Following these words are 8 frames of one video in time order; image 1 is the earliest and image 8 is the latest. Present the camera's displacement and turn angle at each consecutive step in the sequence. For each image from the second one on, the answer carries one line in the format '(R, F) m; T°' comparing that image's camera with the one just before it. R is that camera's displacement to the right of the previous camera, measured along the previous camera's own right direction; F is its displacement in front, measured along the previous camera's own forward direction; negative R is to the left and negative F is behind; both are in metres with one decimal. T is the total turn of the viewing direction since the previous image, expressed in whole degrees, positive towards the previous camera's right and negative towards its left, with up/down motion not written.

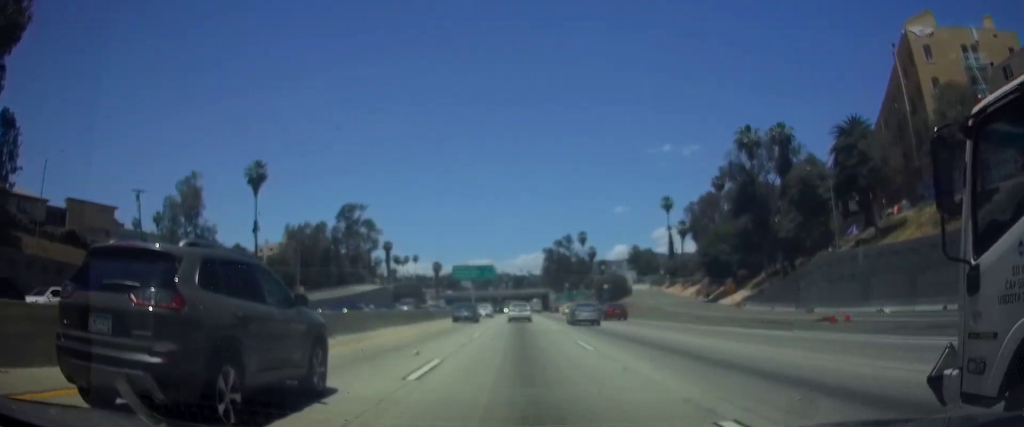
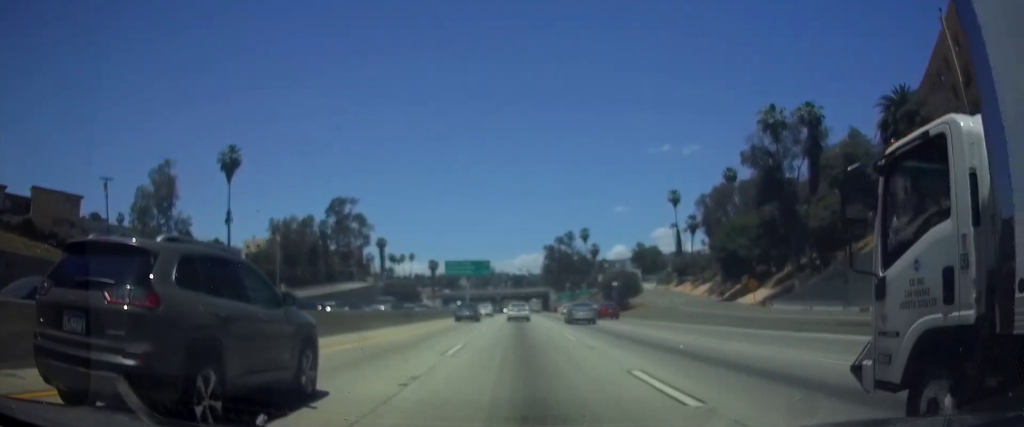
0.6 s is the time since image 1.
(0.0, +9.9) m; 0°
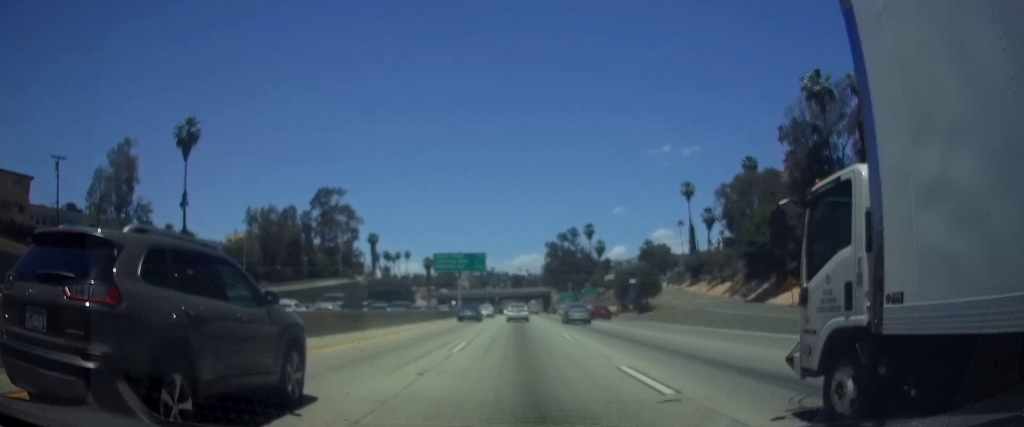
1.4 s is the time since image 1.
(0.0, +13.5) m; 0°
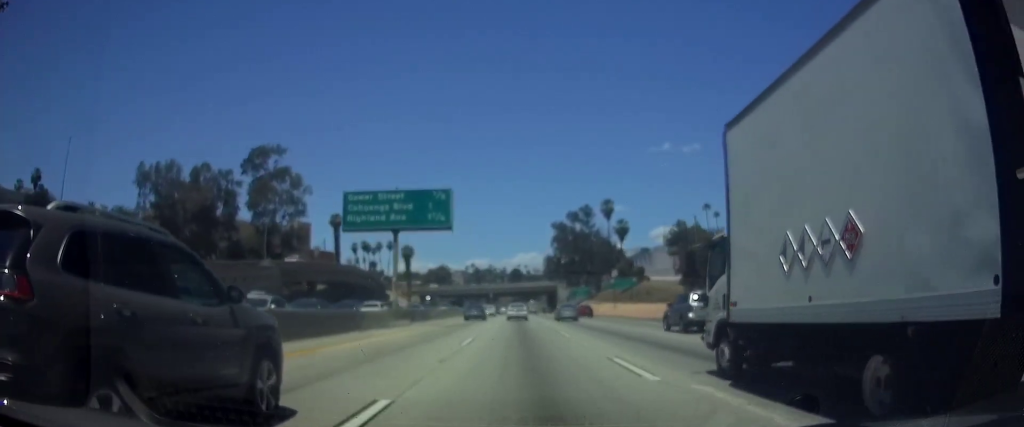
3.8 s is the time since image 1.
(-0.4, +42.5) m; 0°
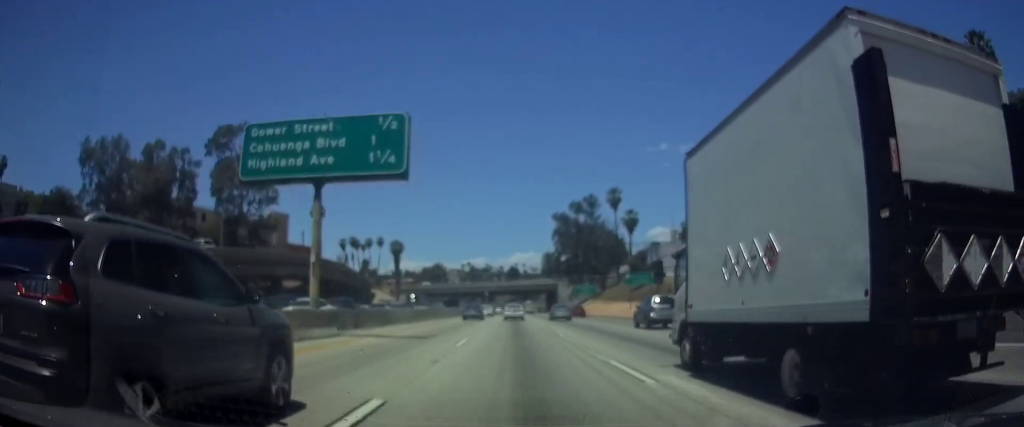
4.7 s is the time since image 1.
(+0.1, +15.0) m; +1°
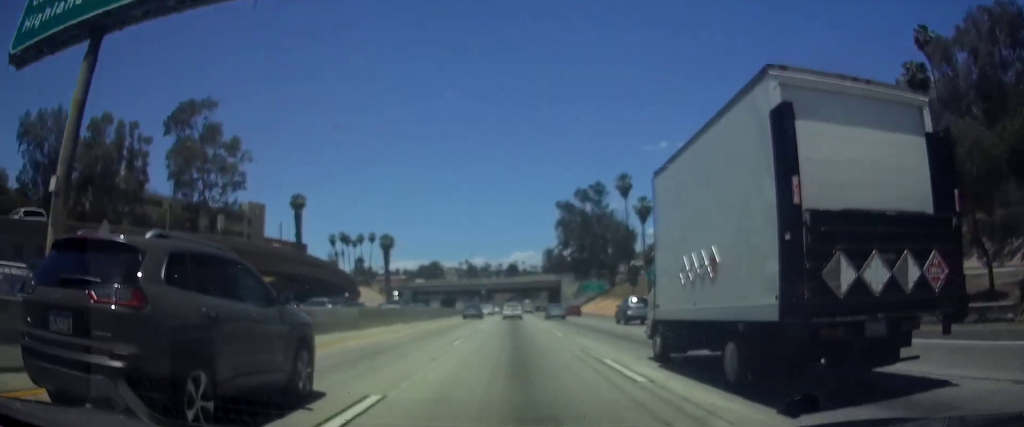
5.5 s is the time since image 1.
(+0.1, +14.6) m; 0°
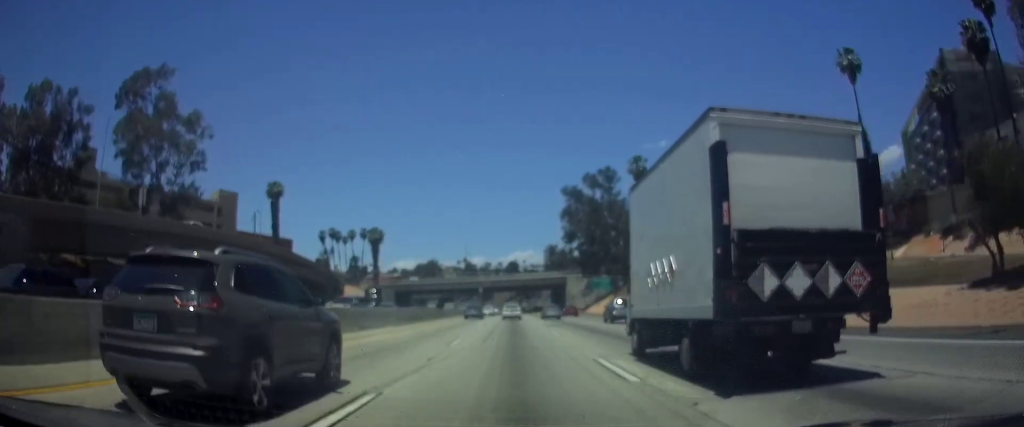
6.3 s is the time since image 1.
(0.0, +14.8) m; 0°
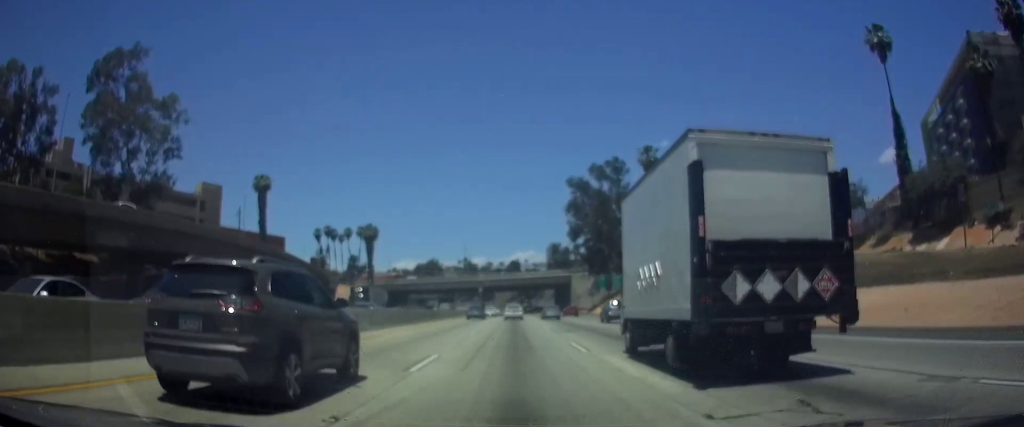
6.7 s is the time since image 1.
(-0.1, +8.1) m; 0°
